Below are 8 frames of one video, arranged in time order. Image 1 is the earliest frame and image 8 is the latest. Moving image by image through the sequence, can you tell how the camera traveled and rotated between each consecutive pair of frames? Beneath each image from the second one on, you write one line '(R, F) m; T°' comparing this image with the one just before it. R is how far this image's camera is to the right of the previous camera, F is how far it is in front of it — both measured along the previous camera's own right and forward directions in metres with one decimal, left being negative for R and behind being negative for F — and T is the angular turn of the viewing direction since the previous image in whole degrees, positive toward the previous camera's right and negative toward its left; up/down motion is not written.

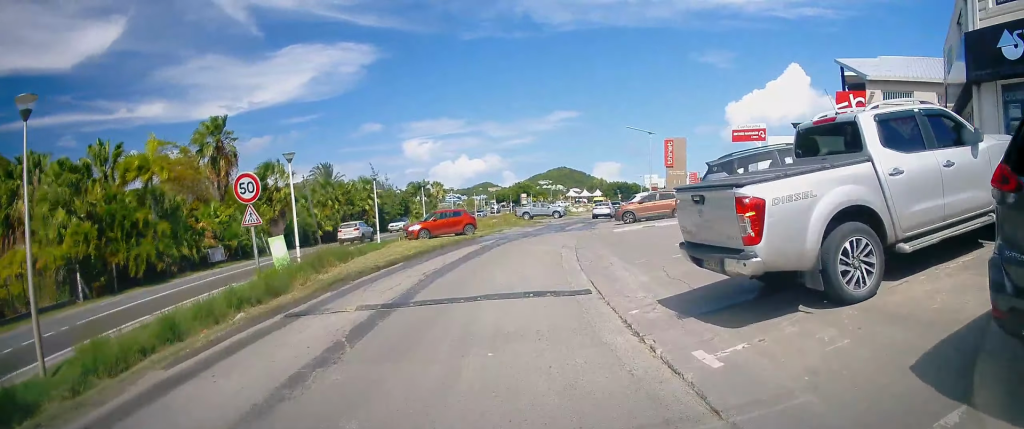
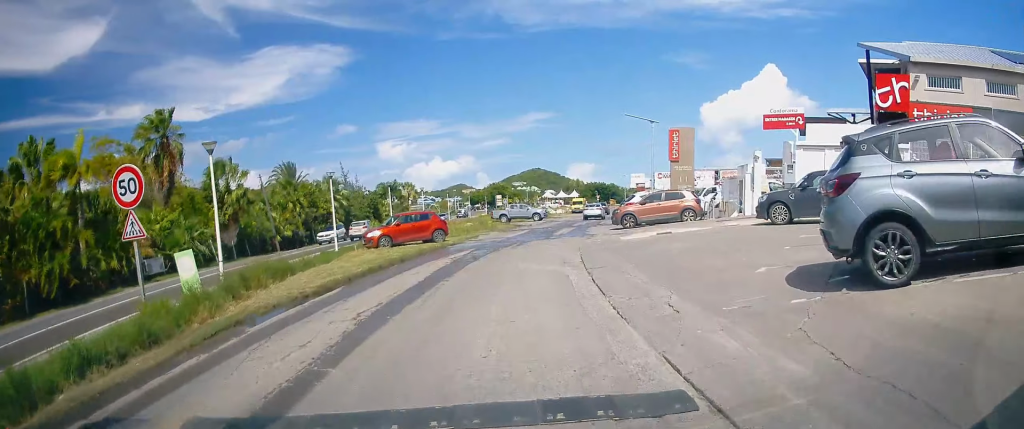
(-0.2, +5.3) m; +5°
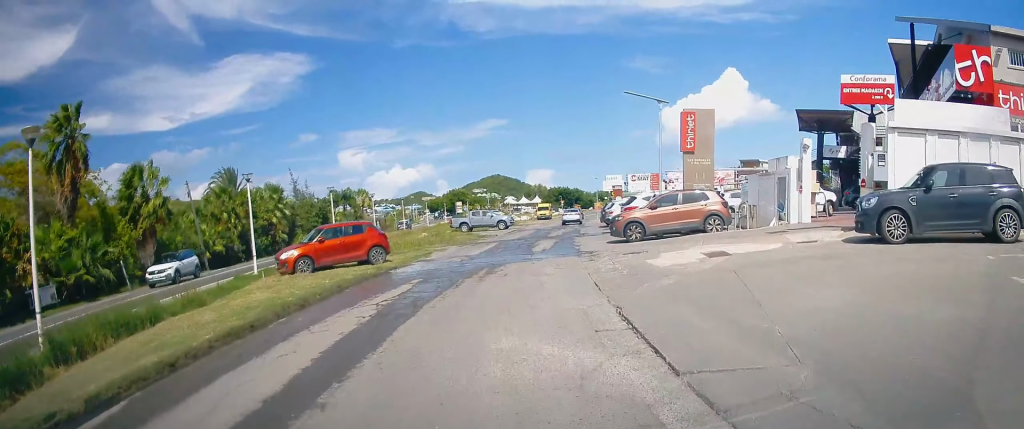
(+0.6, +7.3) m; +3°
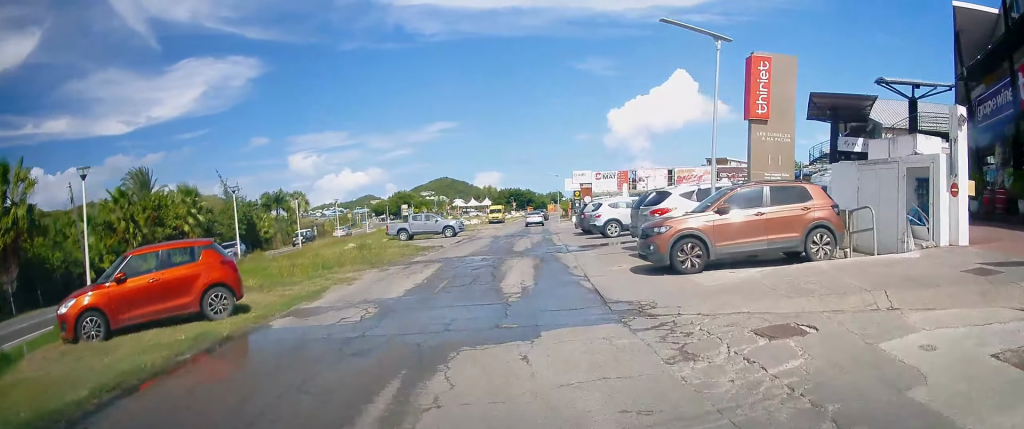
(+0.4, +9.5) m; +5°
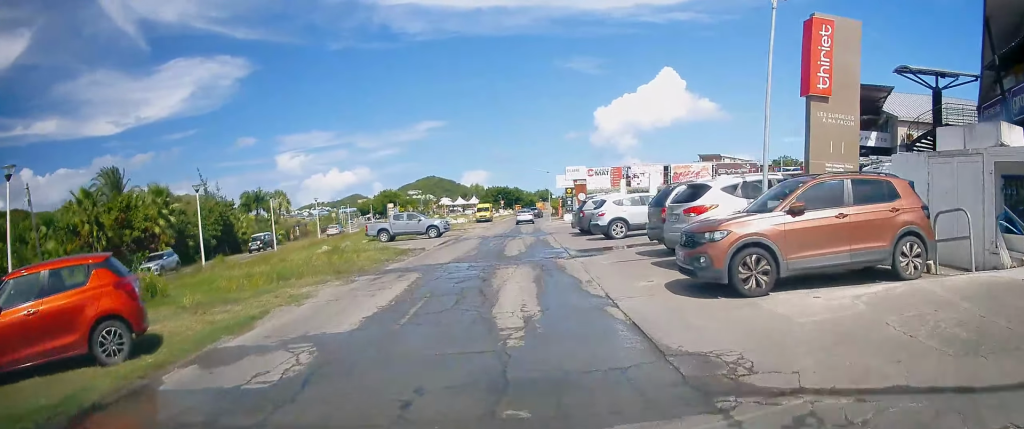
(+0.1, +3.2) m; +1°
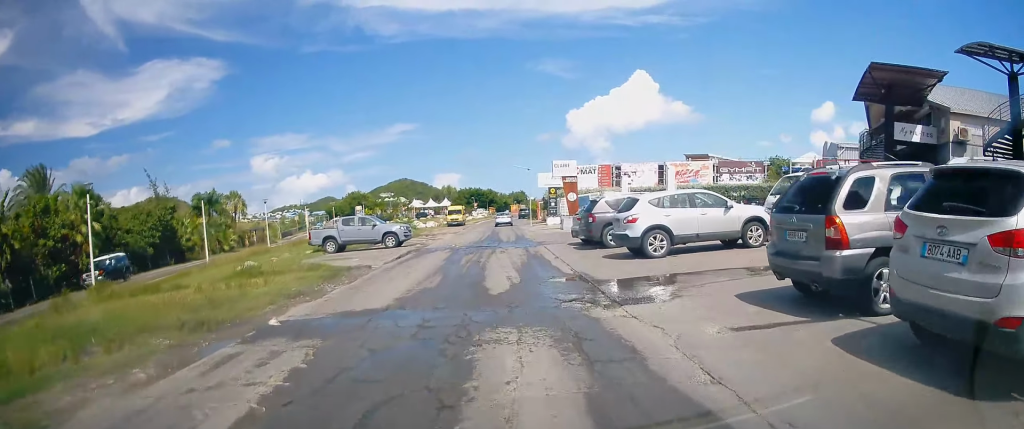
(+0.1, +7.8) m; +1°
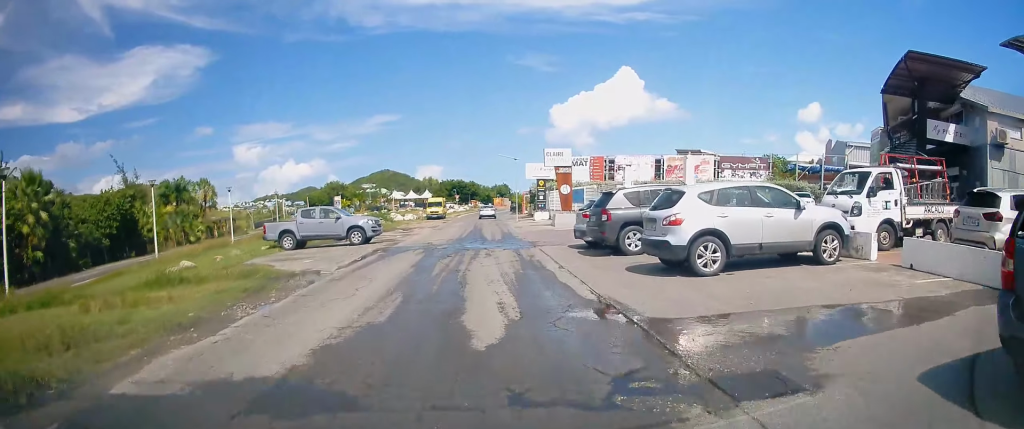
(0.0, +4.4) m; +1°
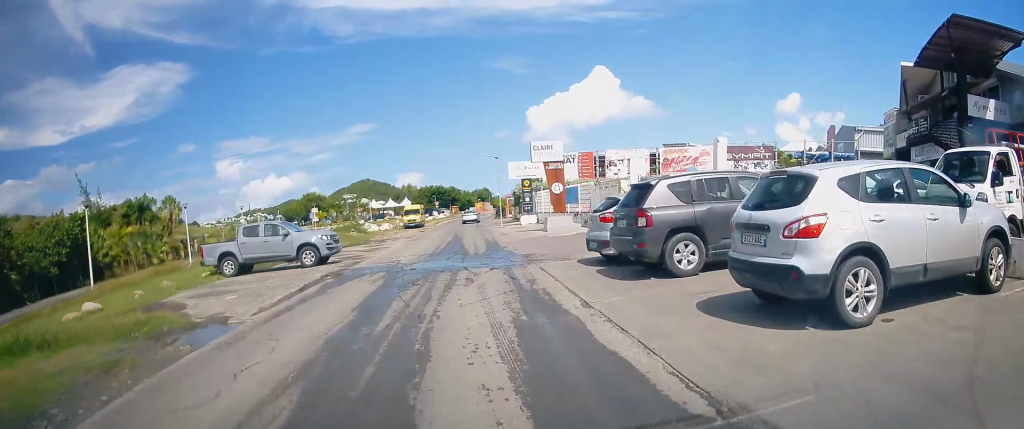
(-0.1, +5.0) m; +4°
